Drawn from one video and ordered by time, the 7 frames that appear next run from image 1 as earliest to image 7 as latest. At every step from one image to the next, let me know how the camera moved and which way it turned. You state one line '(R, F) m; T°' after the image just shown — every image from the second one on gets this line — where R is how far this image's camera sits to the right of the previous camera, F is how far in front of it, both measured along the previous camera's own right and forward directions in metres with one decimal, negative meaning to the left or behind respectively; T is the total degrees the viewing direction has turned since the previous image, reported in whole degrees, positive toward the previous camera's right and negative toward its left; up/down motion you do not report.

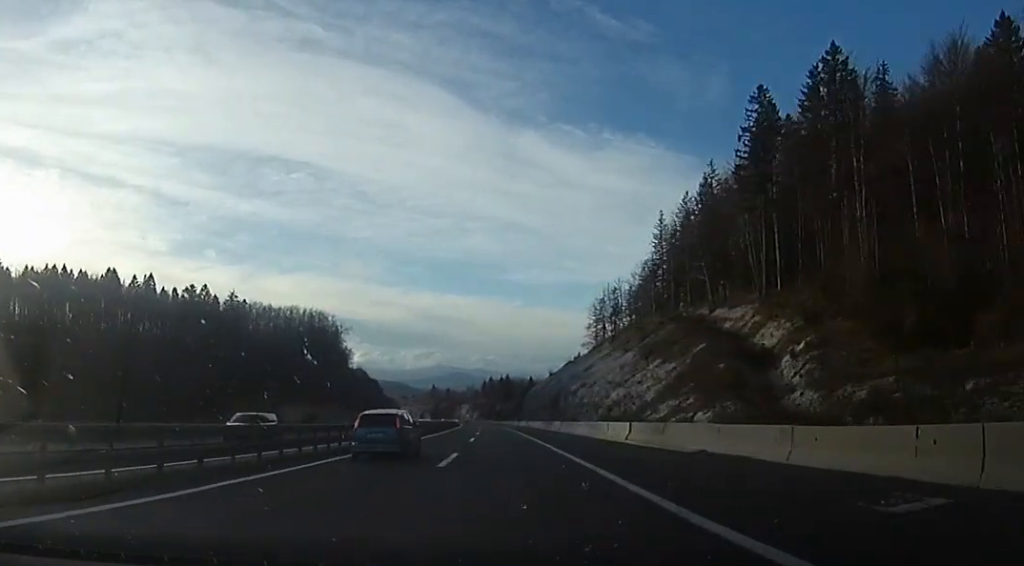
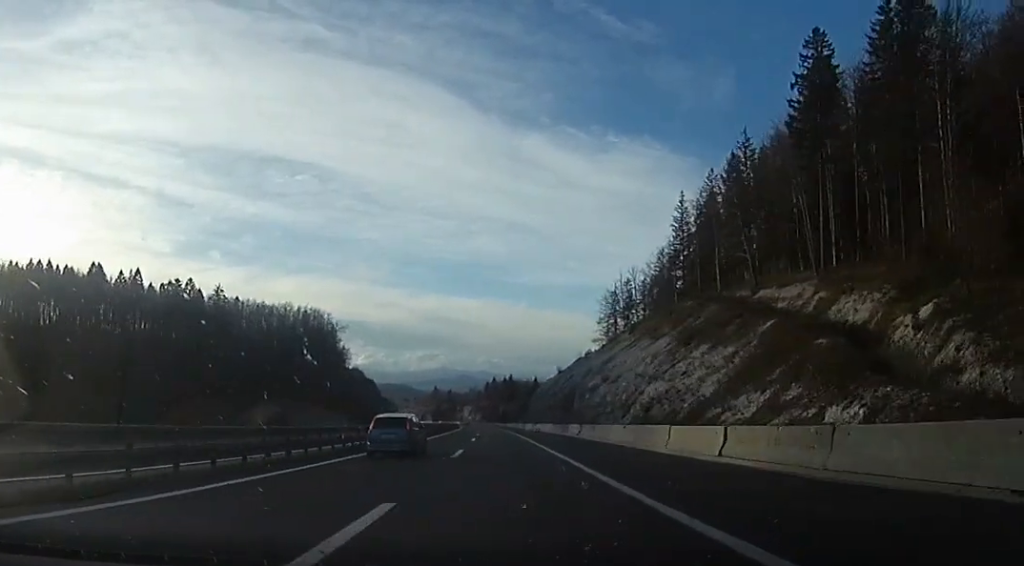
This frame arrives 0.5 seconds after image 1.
(-0.8, +13.1) m; 0°
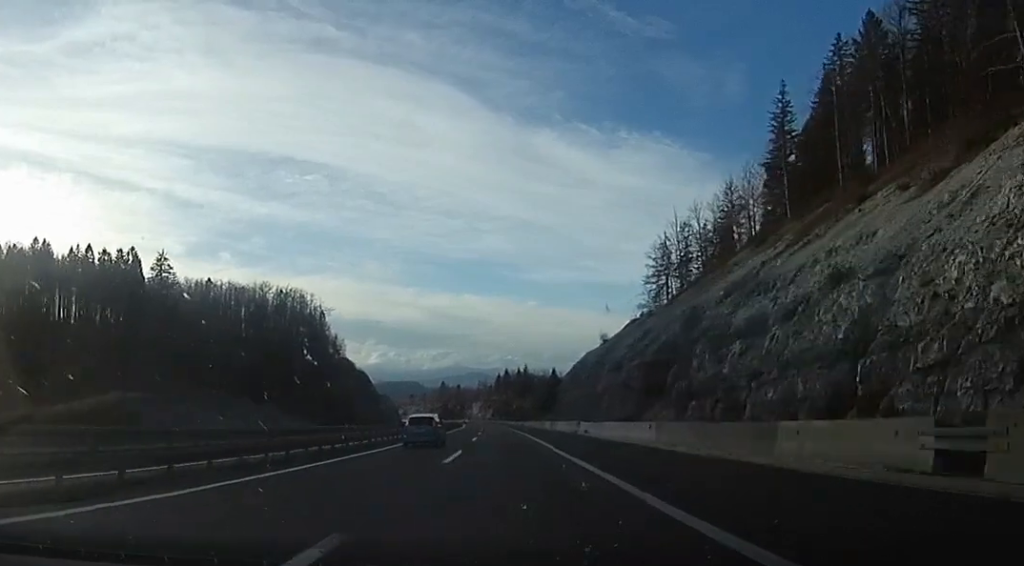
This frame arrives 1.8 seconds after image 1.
(+1.0, +40.2) m; 0°
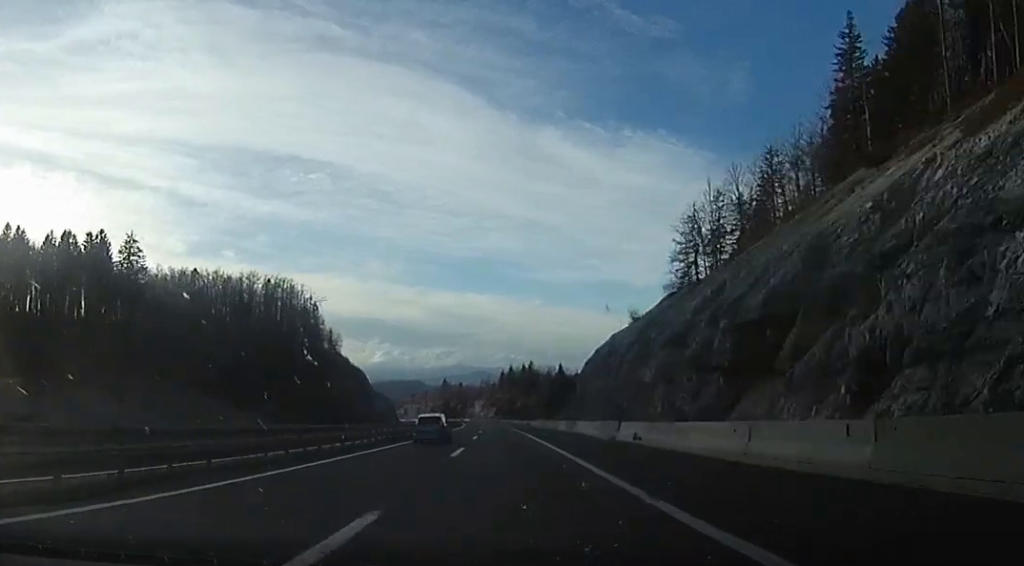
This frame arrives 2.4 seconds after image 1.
(-0.9, +16.0) m; -1°
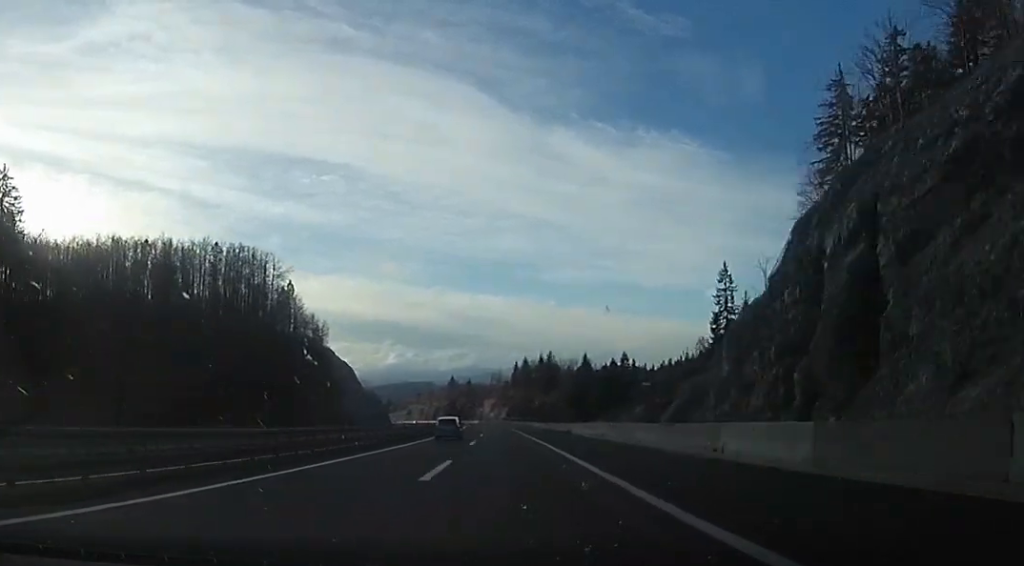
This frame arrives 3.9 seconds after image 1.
(-0.9, +45.1) m; -1°
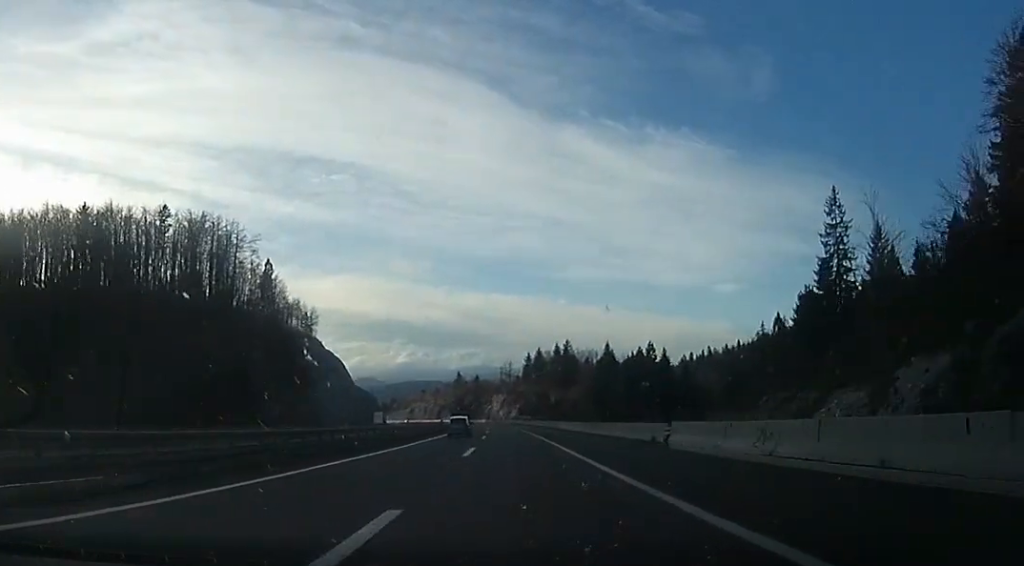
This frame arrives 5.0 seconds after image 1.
(-0.3, +29.8) m; -1°
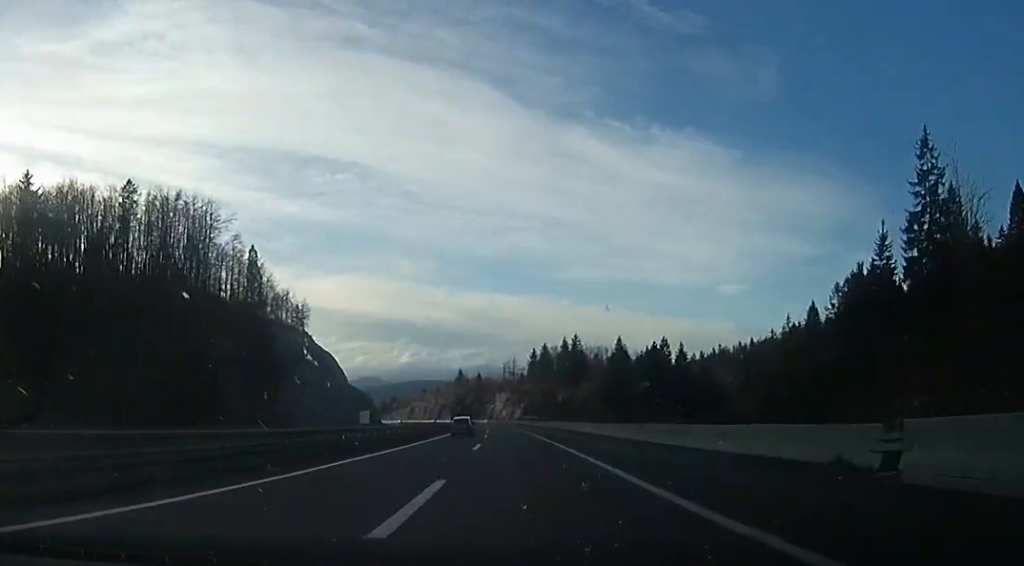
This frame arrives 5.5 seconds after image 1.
(0.0, +15.2) m; 0°
